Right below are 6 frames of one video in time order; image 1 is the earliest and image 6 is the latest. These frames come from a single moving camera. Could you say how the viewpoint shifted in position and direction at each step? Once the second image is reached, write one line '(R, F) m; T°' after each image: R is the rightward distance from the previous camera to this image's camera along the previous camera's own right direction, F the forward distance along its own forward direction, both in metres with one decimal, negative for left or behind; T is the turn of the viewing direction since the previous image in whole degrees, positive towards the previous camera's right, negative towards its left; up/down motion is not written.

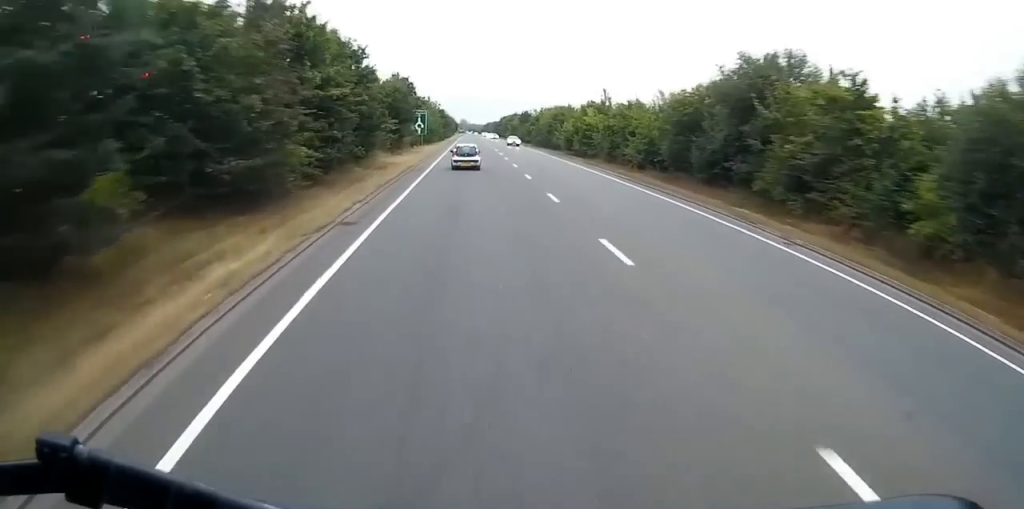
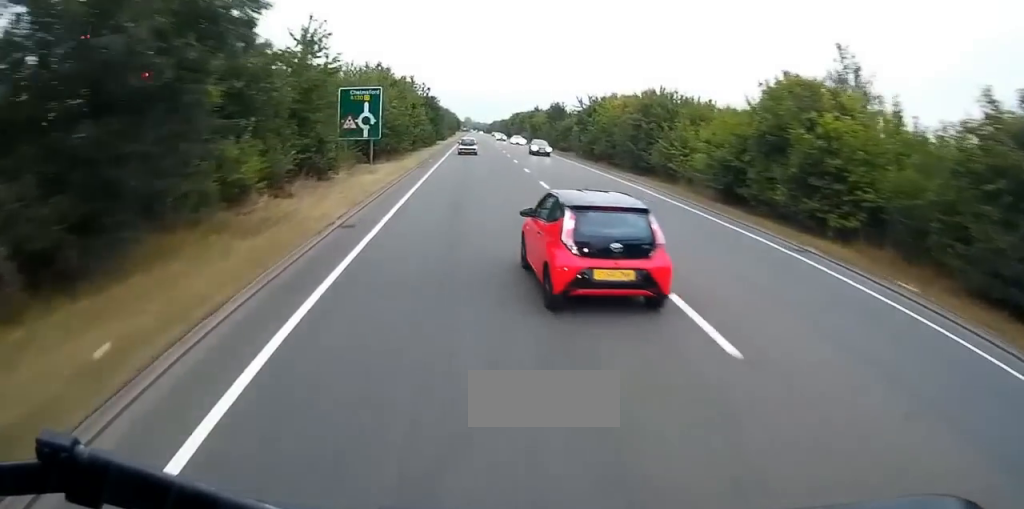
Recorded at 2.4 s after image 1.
(-0.1, +40.7) m; 0°
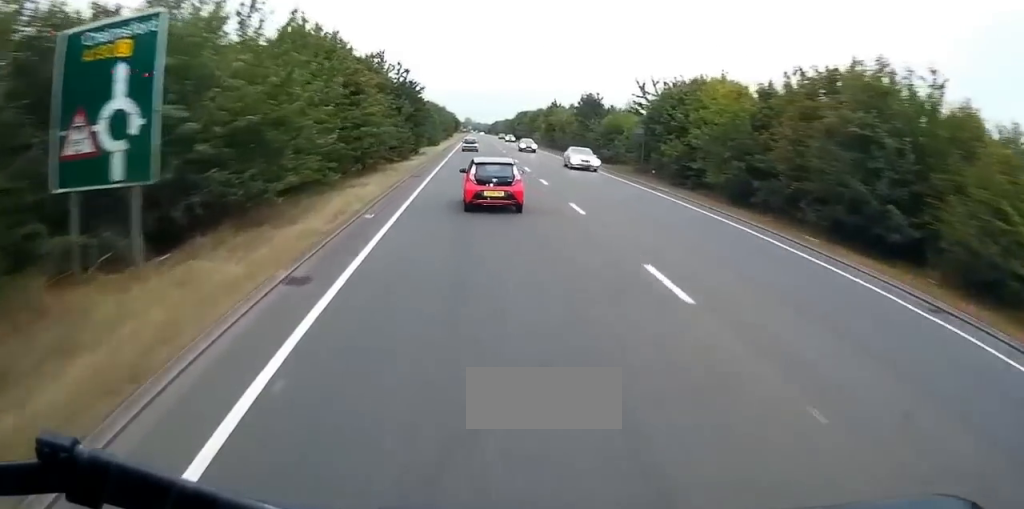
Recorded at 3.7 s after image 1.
(-0.1, +24.1) m; -1°
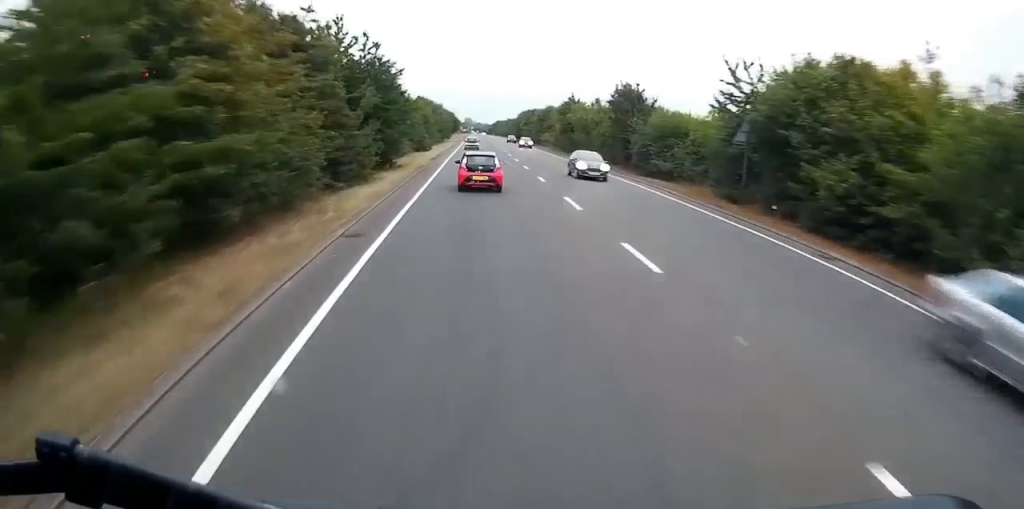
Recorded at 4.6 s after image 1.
(-0.1, +15.5) m; 0°
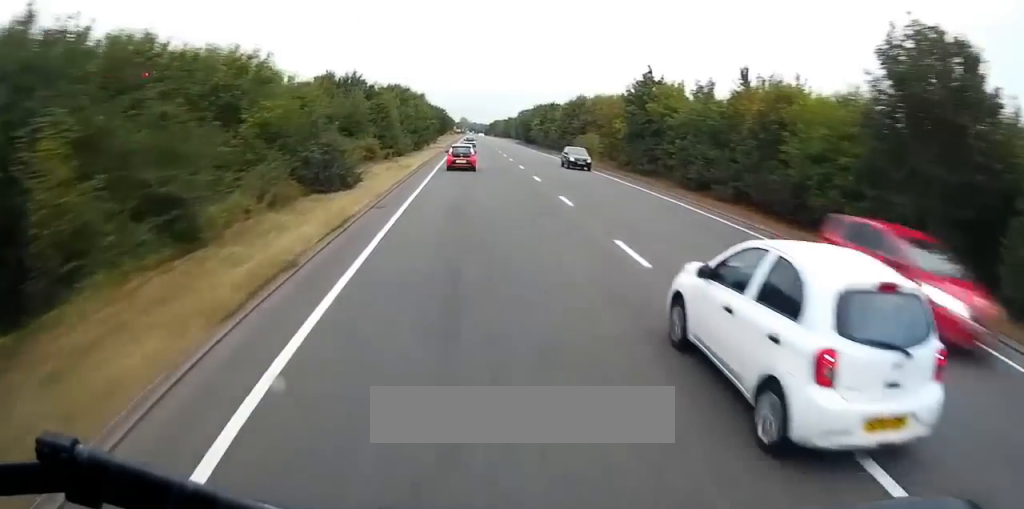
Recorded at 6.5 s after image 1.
(+0.2, +34.6) m; +1°
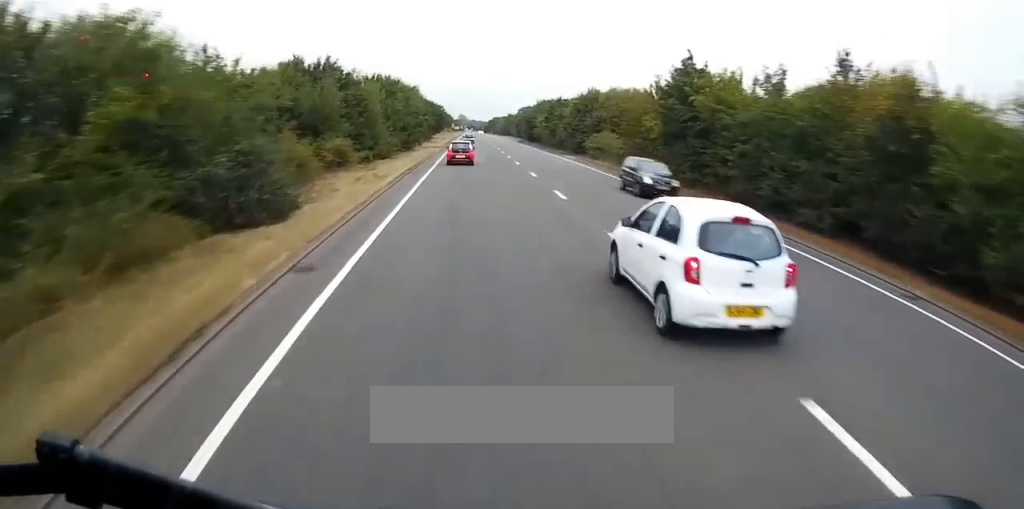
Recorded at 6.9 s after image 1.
(0.0, +8.0) m; 0°
